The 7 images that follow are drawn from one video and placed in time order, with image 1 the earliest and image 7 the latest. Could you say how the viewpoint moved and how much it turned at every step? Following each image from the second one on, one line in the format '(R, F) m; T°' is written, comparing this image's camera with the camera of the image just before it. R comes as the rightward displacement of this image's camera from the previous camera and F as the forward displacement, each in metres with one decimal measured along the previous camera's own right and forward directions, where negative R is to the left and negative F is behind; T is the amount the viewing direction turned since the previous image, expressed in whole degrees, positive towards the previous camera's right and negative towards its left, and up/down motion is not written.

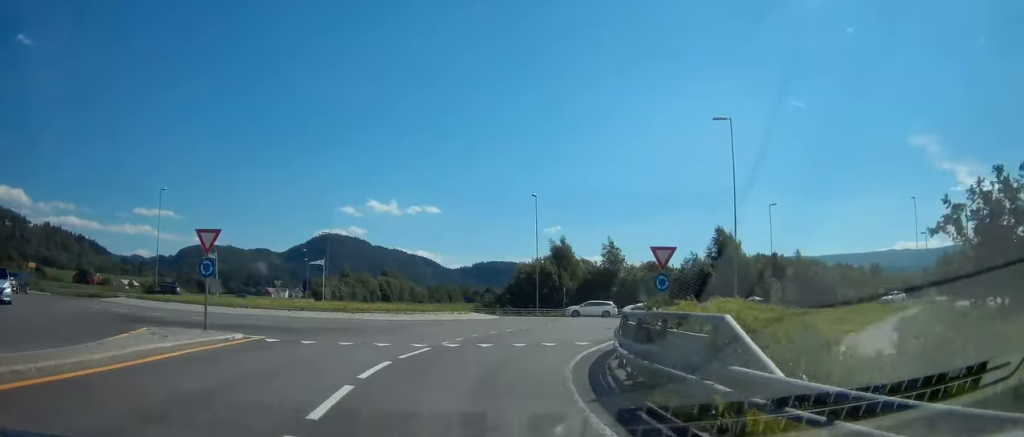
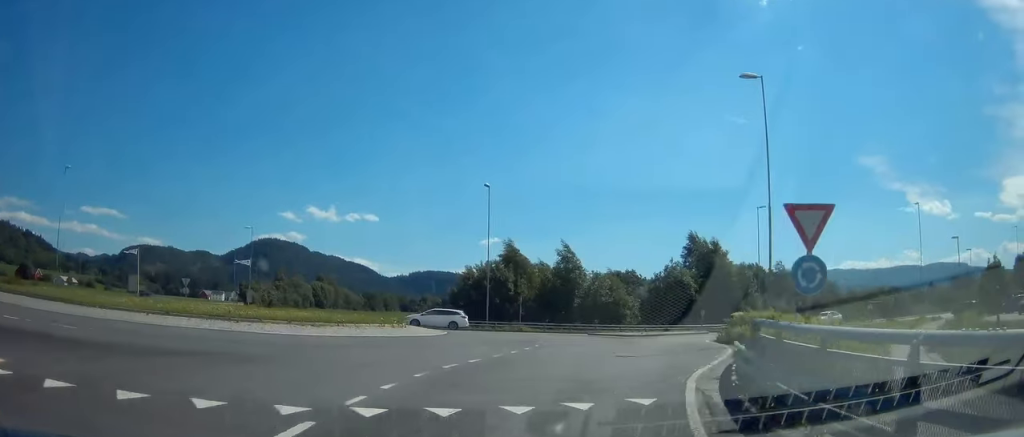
(+0.7, +13.6) m; +3°
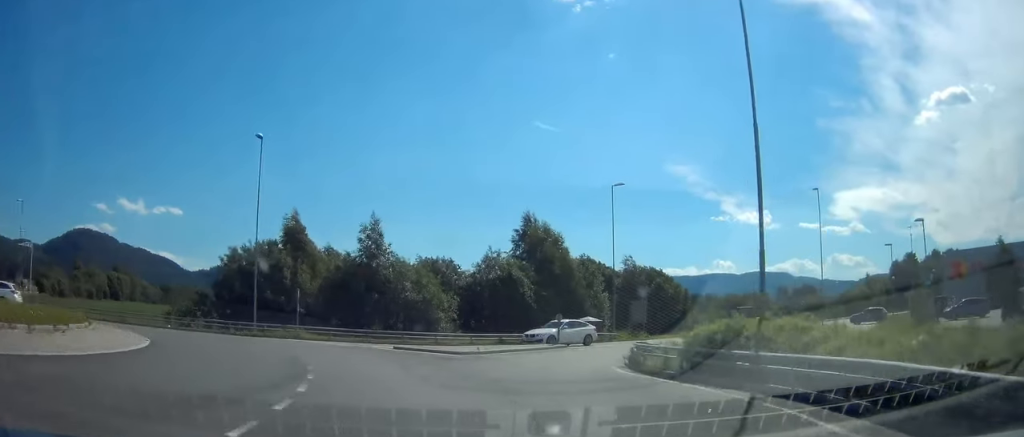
(+0.4, +17.2) m; +5°
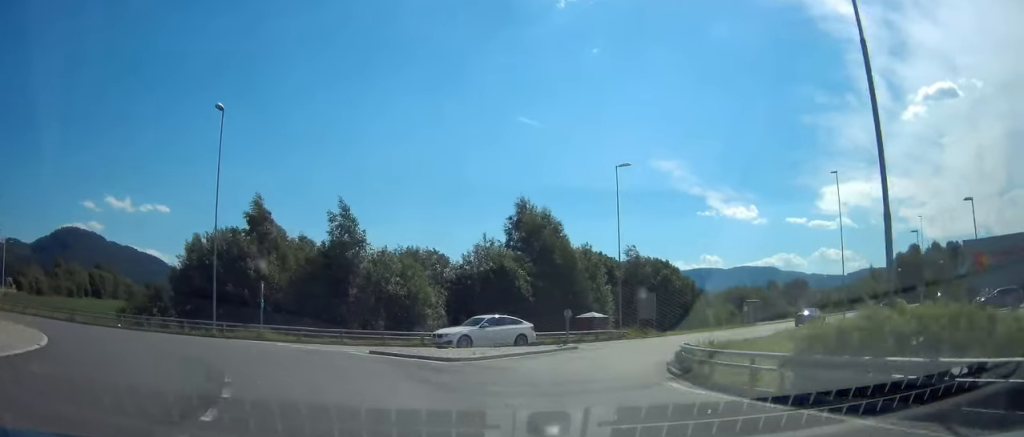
(-0.1, +5.5) m; +3°
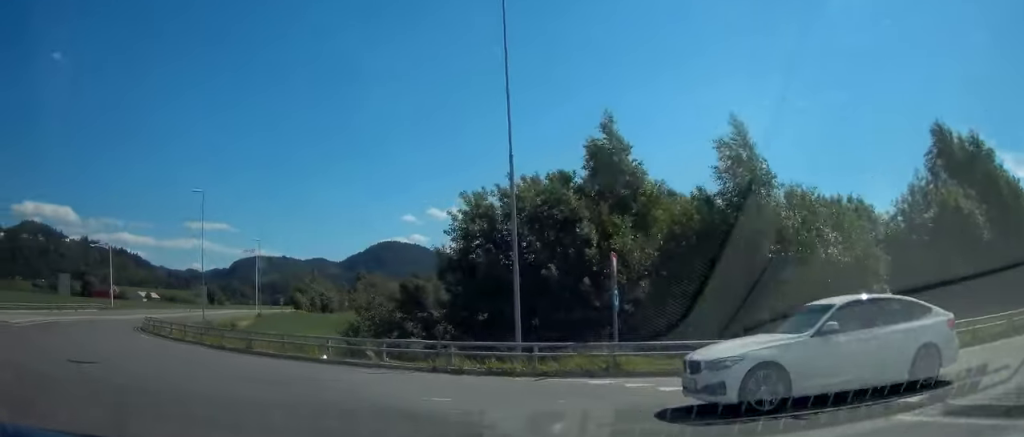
(+1.0, +18.0) m; -4°
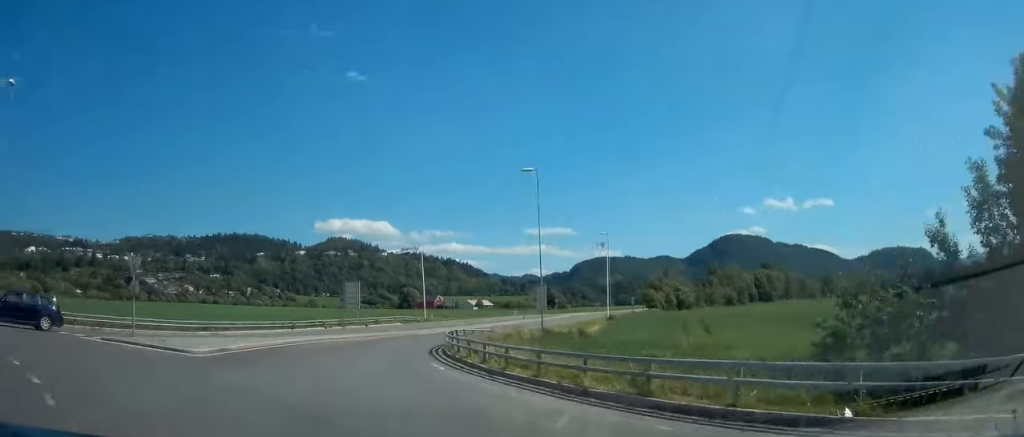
(-1.3, +11.7) m; -19°
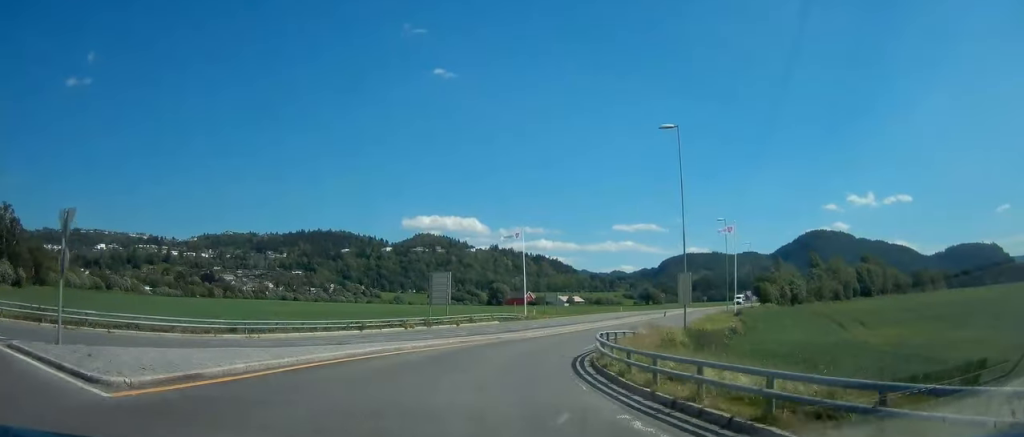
(-1.7, +9.9) m; -17°
